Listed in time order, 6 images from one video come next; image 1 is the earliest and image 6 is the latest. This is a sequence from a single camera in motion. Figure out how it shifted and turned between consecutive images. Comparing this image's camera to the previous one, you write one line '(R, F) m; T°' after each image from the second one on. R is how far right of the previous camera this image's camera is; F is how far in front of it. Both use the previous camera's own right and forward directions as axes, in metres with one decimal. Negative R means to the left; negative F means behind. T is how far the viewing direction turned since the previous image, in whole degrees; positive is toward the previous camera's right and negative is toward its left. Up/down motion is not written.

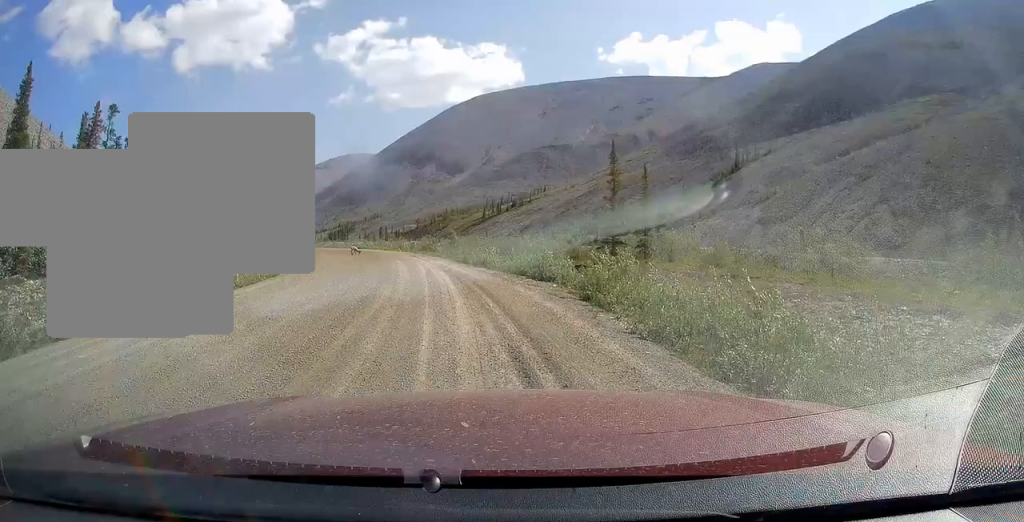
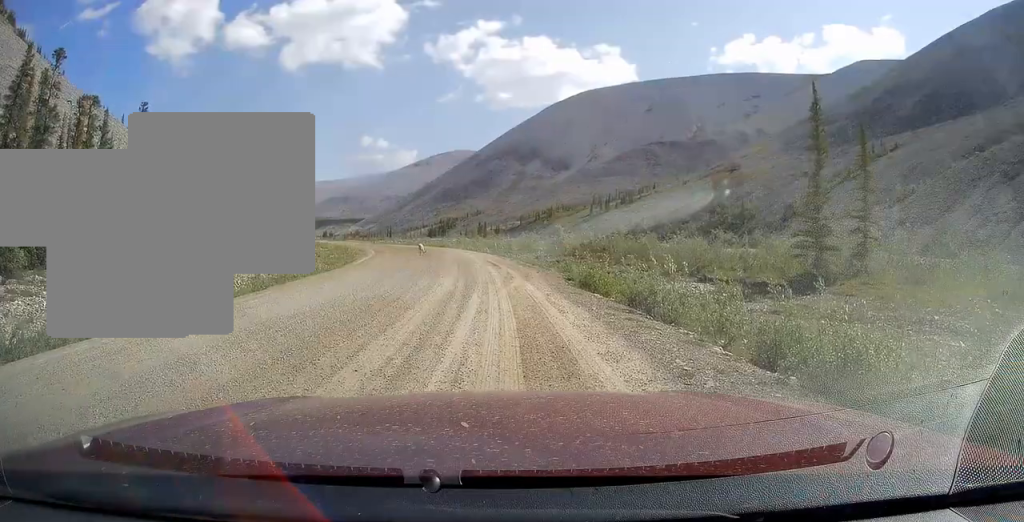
(0.0, +8.2) m; 0°
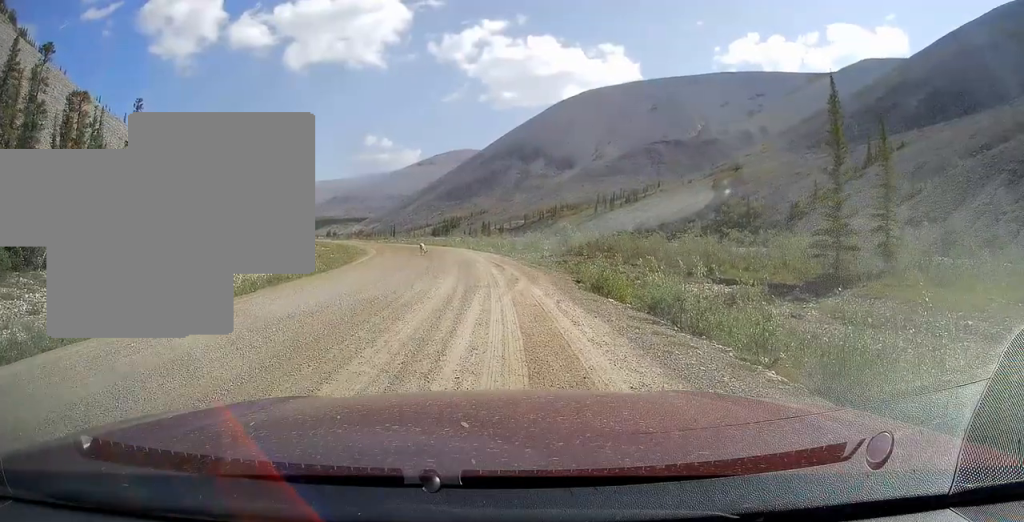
(0.0, +4.7) m; 0°
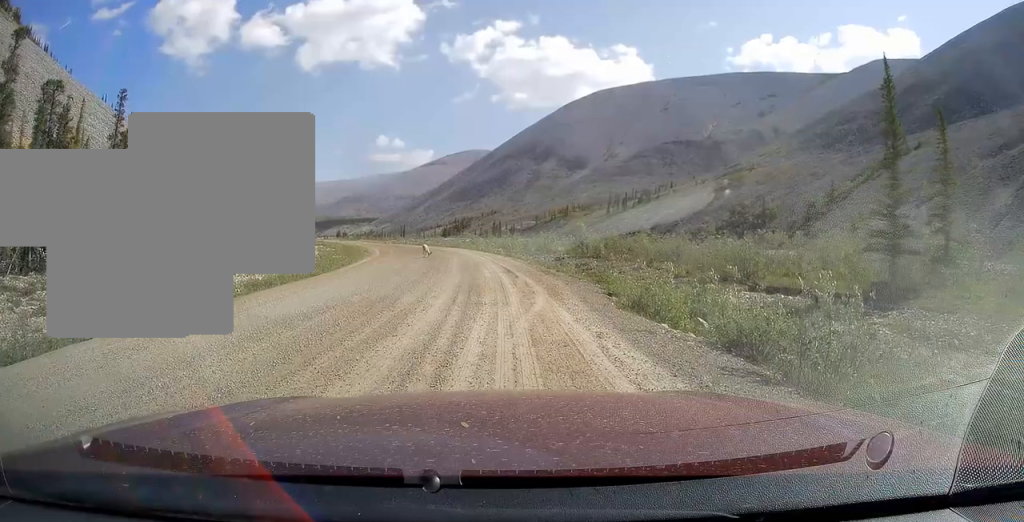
(-0.4, +13.8) m; -2°
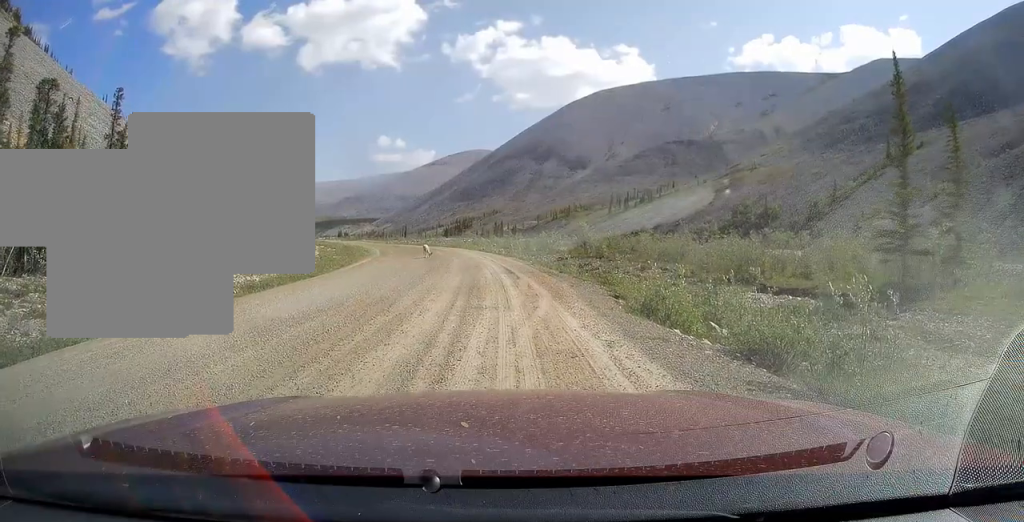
(0.0, +1.9) m; 0°
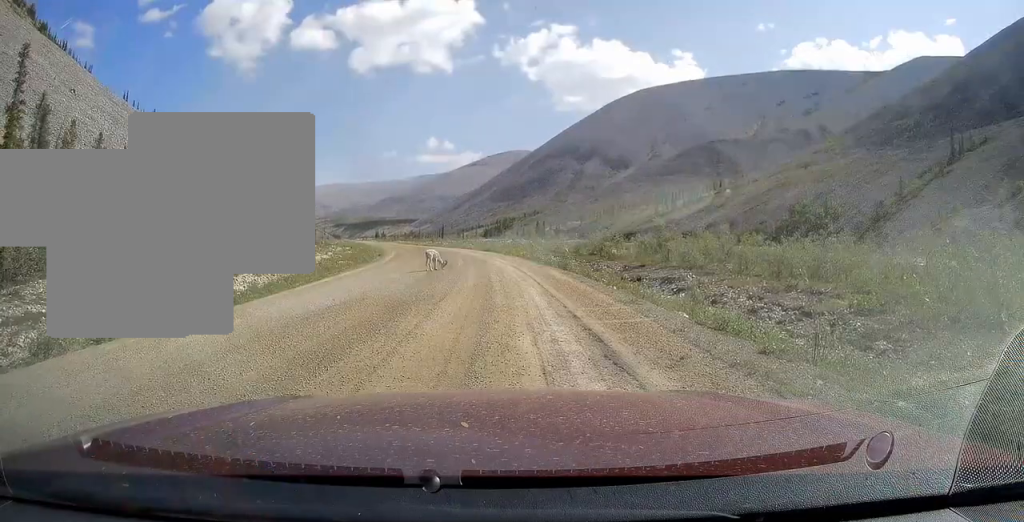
(0.0, +2.9) m; +1°
